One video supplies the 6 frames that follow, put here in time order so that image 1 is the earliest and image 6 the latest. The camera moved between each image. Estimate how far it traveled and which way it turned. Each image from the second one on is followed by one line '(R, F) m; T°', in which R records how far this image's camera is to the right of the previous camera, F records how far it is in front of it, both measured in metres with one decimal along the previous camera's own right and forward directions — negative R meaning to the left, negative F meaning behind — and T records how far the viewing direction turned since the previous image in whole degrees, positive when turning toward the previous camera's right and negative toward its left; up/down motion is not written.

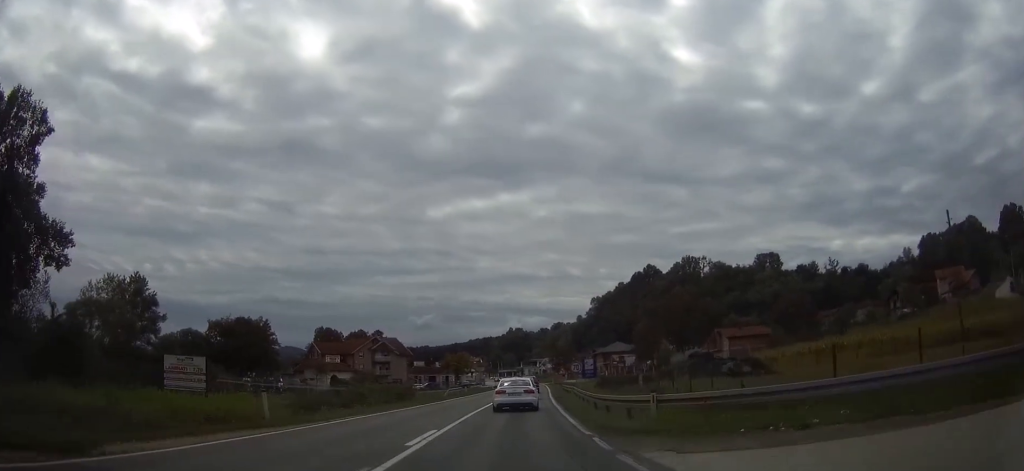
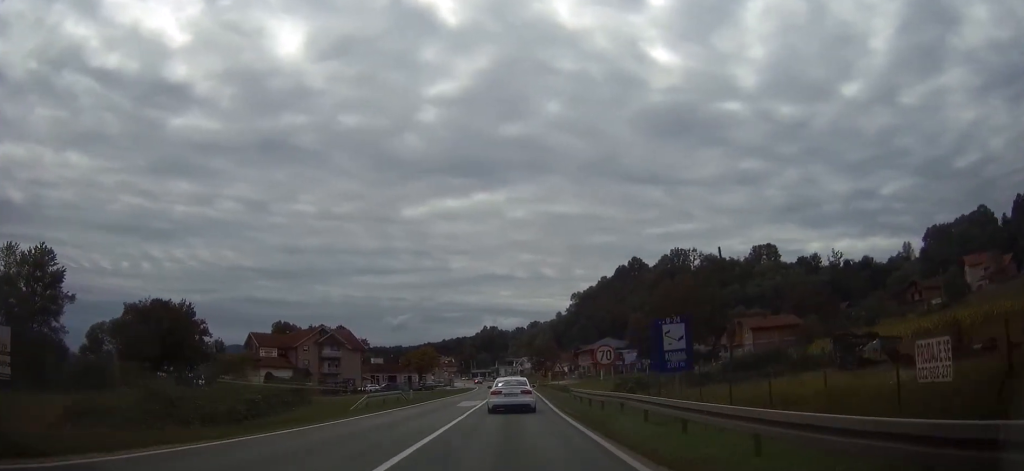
(+0.7, +25.9) m; +3°
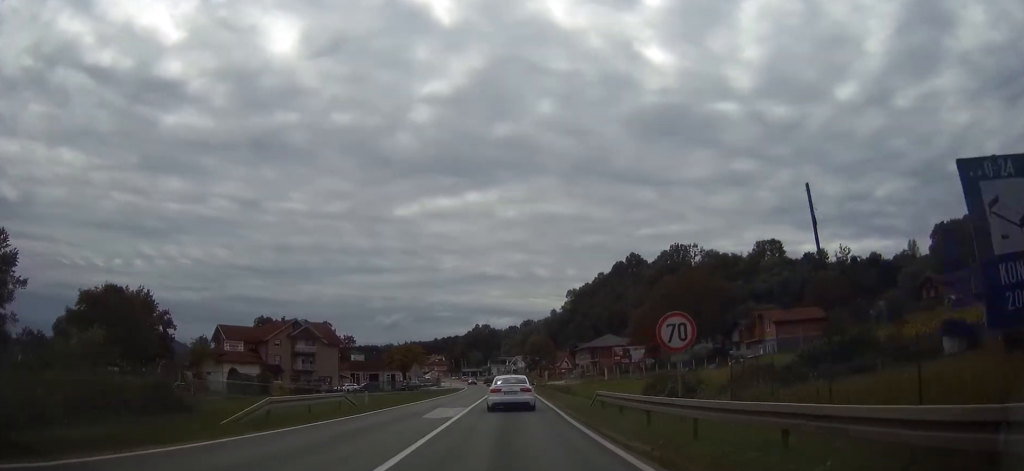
(+0.1, +12.6) m; +1°
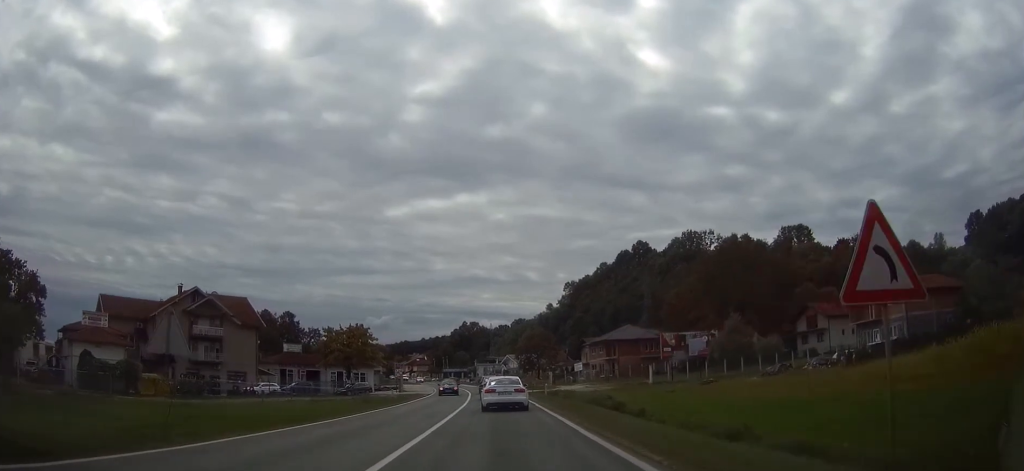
(+0.3, +36.7) m; +1°
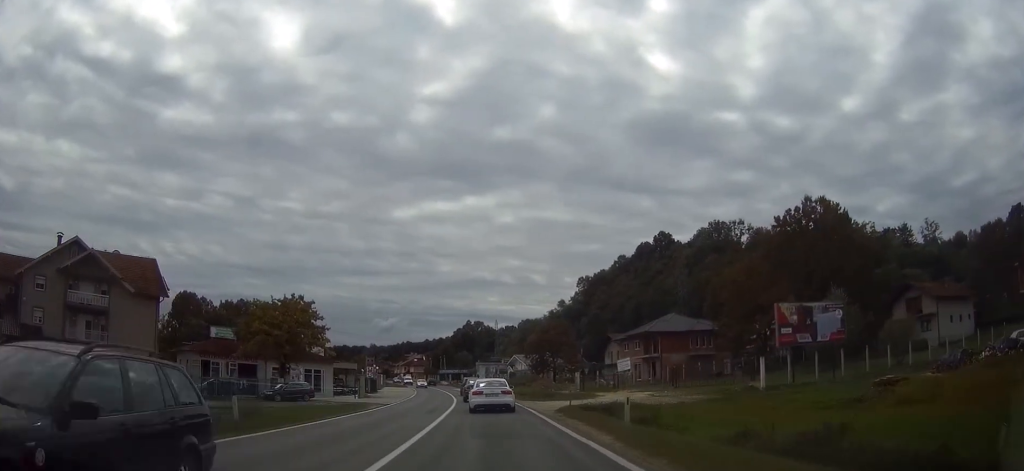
(+0.1, +27.6) m; 0°
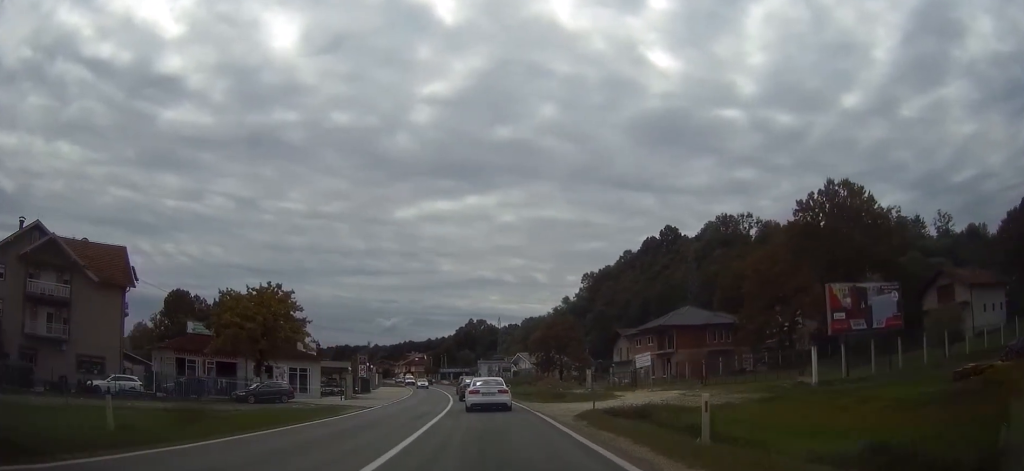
(0.0, +6.5) m; 0°
